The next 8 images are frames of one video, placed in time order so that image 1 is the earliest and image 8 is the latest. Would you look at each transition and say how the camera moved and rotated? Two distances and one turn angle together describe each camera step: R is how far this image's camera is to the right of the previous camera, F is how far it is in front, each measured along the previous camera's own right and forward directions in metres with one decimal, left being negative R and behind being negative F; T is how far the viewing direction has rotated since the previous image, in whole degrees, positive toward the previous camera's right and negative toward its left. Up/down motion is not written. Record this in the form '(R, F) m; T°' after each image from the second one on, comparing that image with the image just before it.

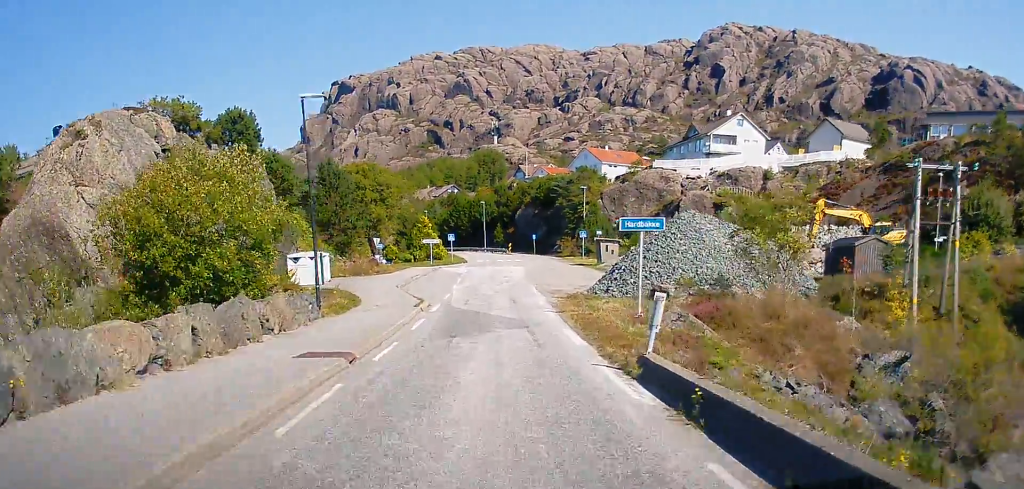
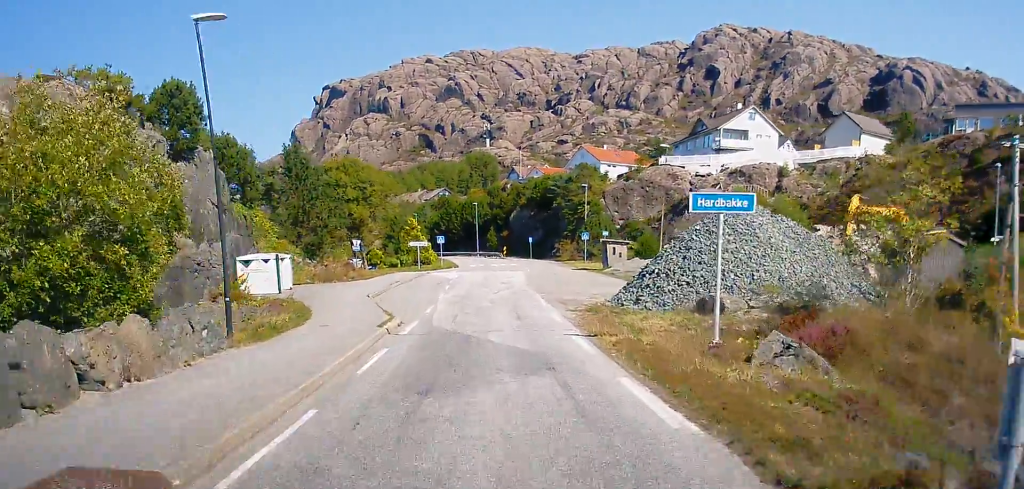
(-0.2, +7.7) m; -1°
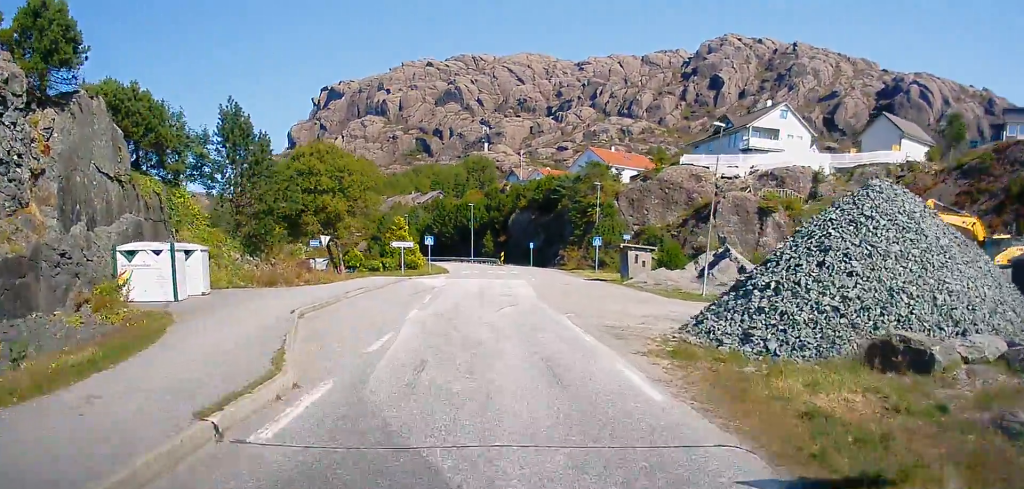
(0.0, +10.4) m; +1°
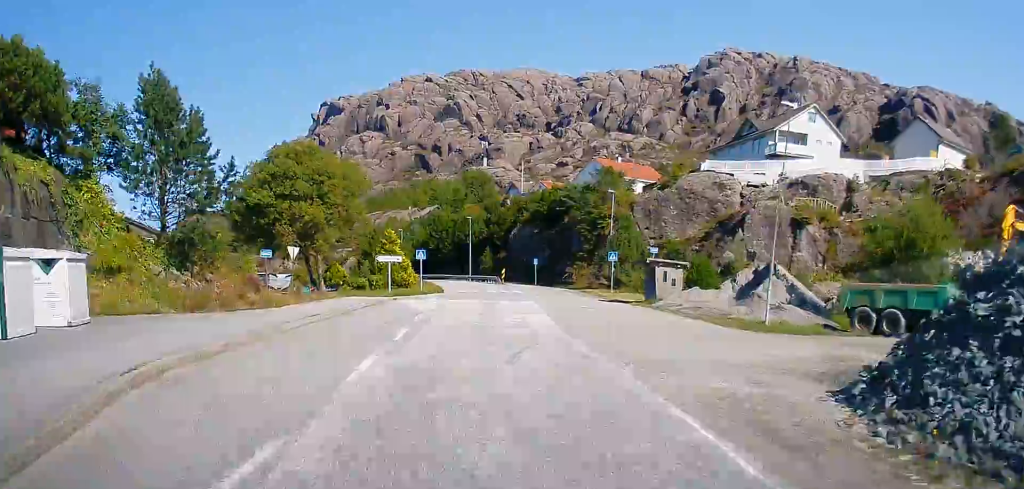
(0.0, +7.8) m; +1°
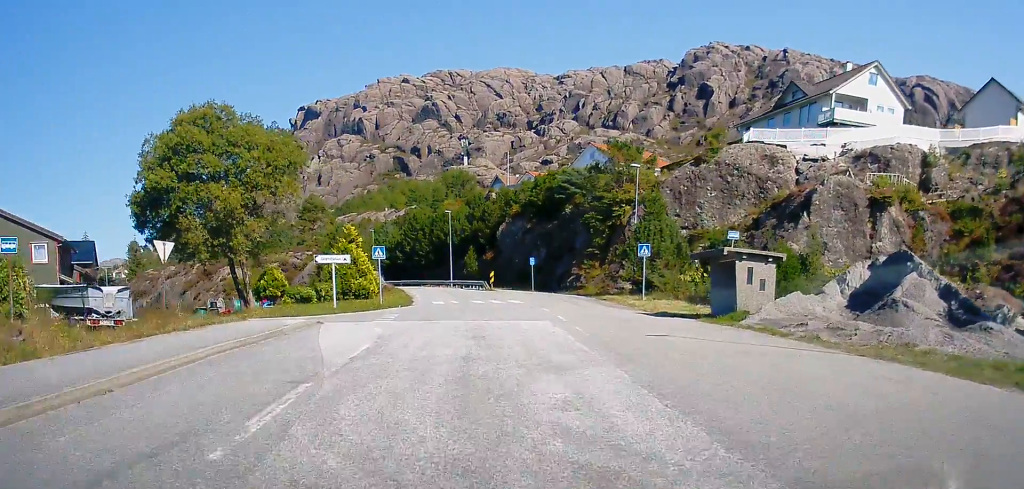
(+0.2, +13.5) m; +1°
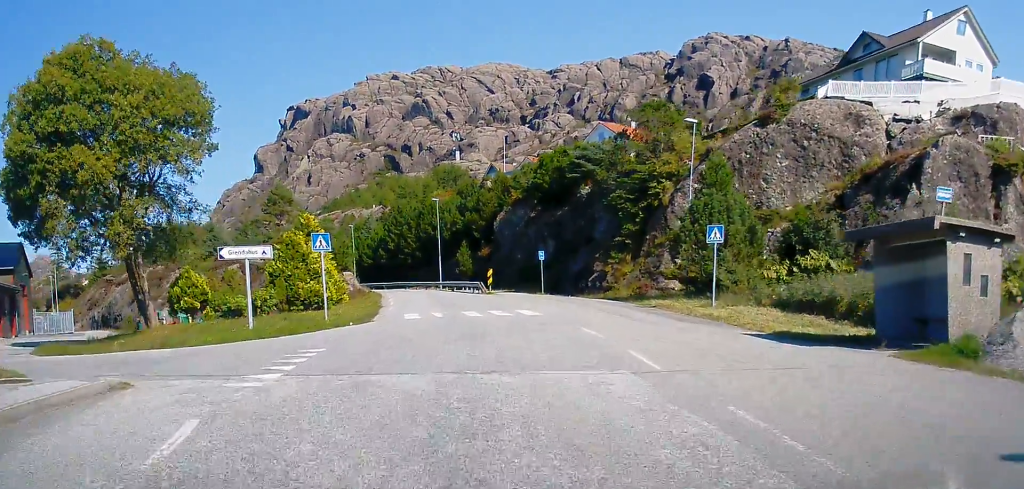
(0.0, +12.0) m; 0°
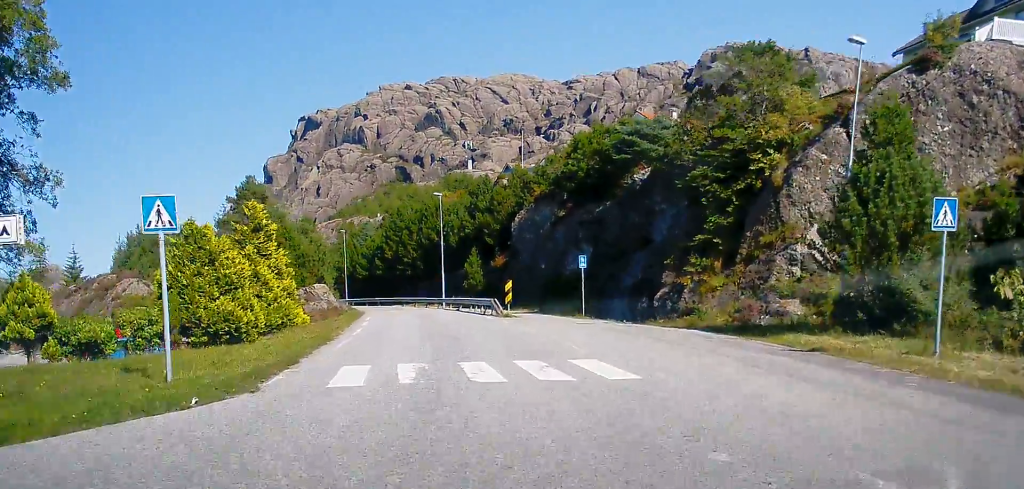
(-0.1, +13.9) m; -1°
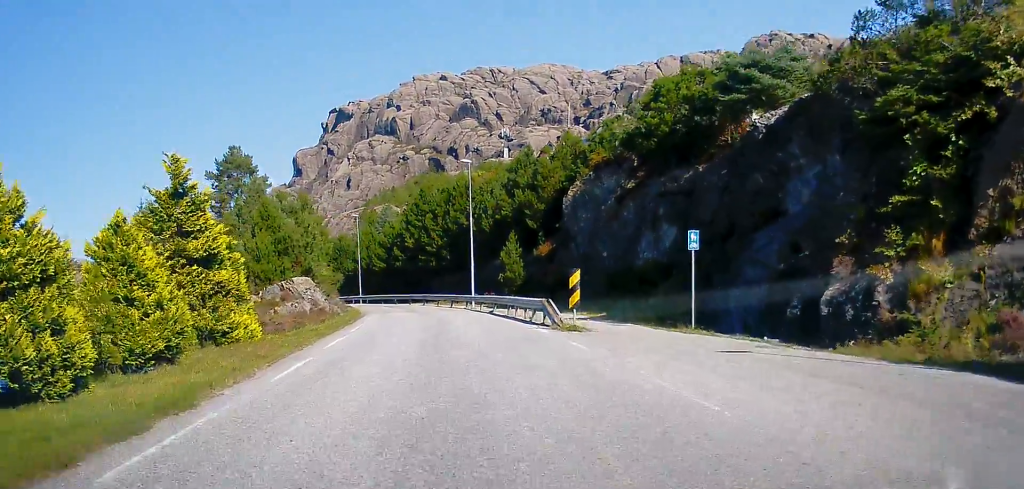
(-0.1, +12.6) m; -1°
